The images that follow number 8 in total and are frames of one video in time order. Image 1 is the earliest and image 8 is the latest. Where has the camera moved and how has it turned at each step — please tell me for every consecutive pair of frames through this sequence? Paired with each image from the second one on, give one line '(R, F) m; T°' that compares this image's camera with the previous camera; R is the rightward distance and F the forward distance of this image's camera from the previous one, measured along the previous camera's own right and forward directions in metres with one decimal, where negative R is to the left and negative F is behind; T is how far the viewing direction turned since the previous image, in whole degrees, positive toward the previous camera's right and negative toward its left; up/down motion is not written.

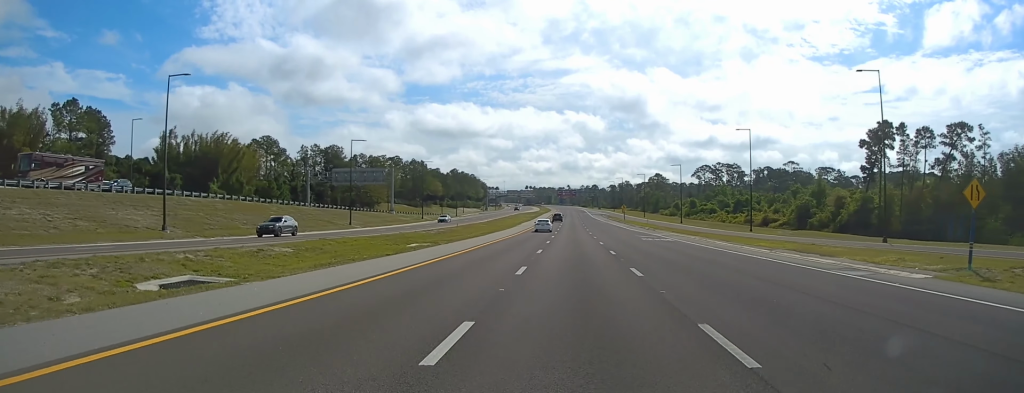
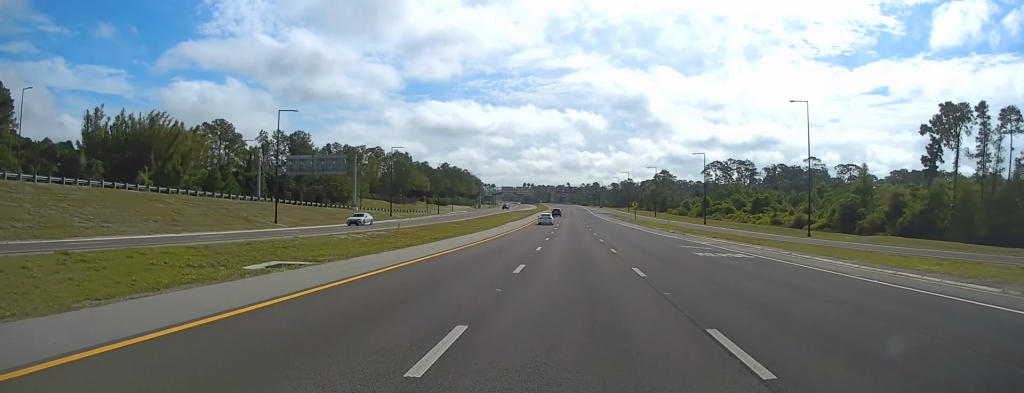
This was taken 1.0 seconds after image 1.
(-0.1, +25.3) m; 0°
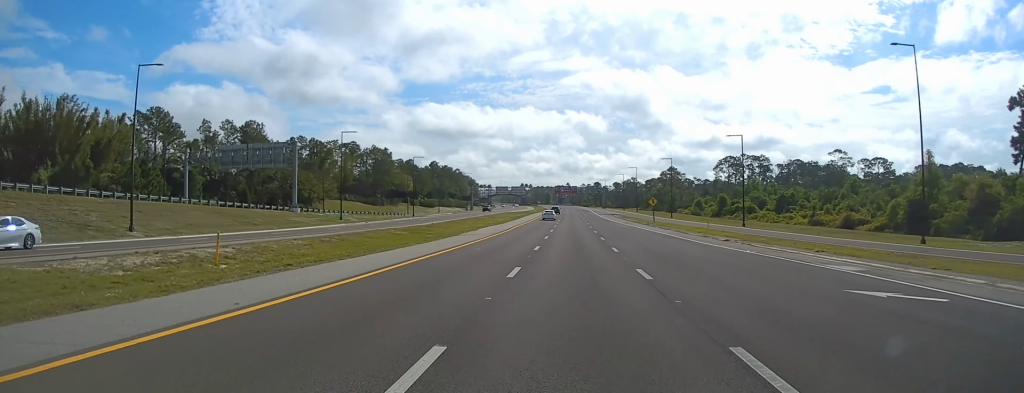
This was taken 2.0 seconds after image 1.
(-0.1, +26.1) m; 0°
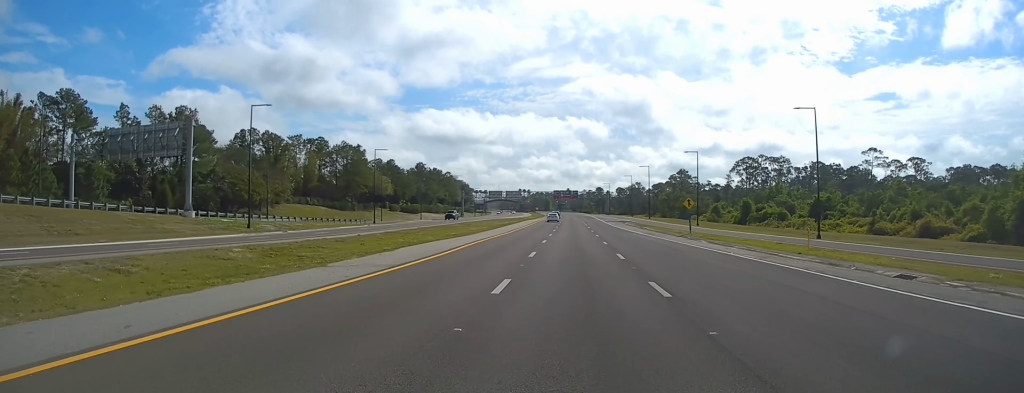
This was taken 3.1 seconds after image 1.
(+0.2, +27.8) m; 0°
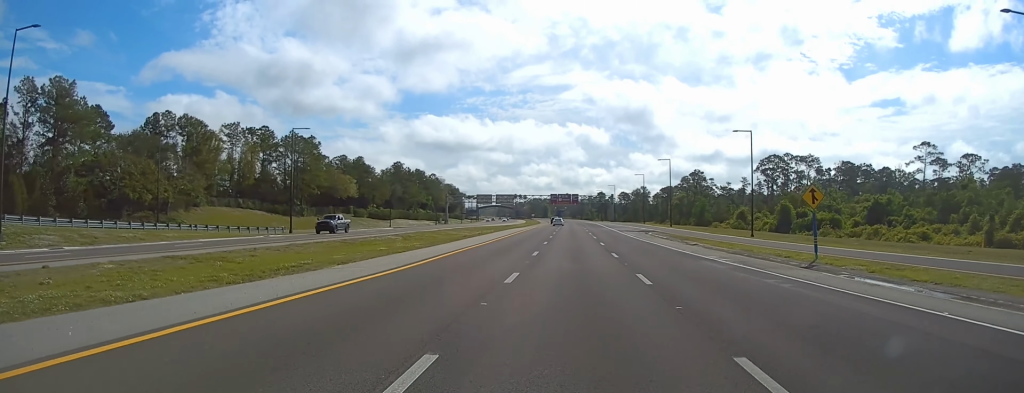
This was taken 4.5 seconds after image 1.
(-0.2, +33.4) m; -1°
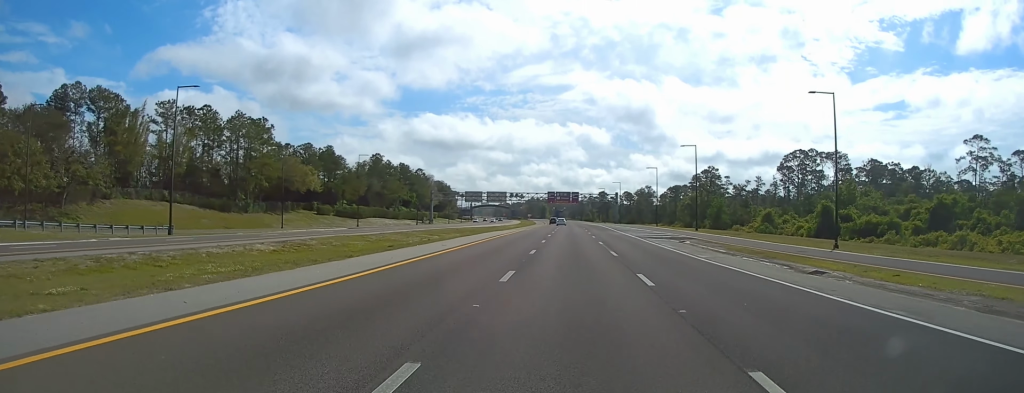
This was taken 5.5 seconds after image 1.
(-0.1, +24.9) m; 0°
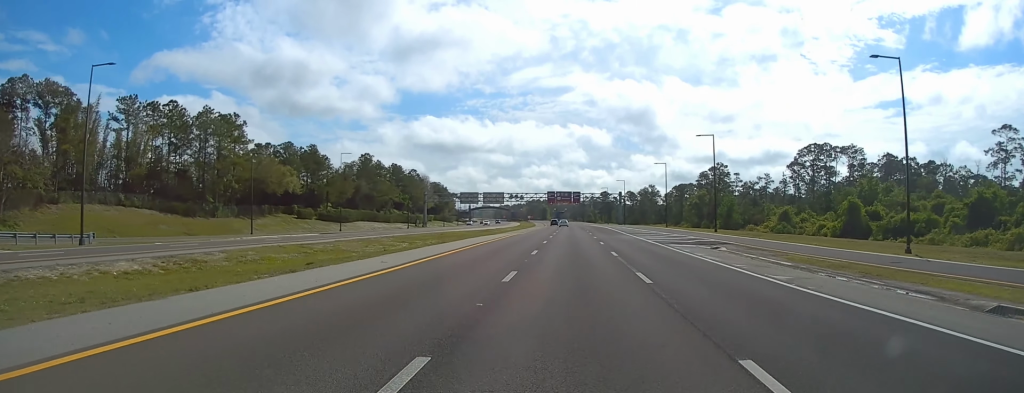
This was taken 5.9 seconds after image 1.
(0.0, +11.7) m; 0°
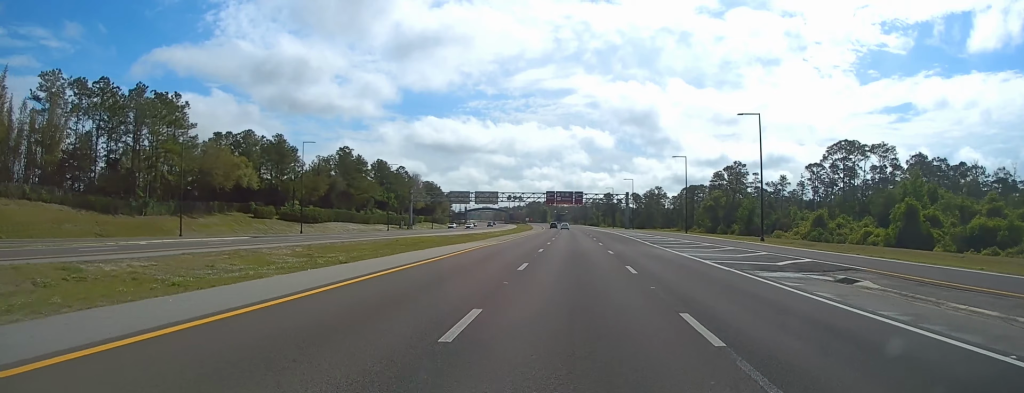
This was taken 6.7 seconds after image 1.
(+0.1, +20.0) m; 0°
